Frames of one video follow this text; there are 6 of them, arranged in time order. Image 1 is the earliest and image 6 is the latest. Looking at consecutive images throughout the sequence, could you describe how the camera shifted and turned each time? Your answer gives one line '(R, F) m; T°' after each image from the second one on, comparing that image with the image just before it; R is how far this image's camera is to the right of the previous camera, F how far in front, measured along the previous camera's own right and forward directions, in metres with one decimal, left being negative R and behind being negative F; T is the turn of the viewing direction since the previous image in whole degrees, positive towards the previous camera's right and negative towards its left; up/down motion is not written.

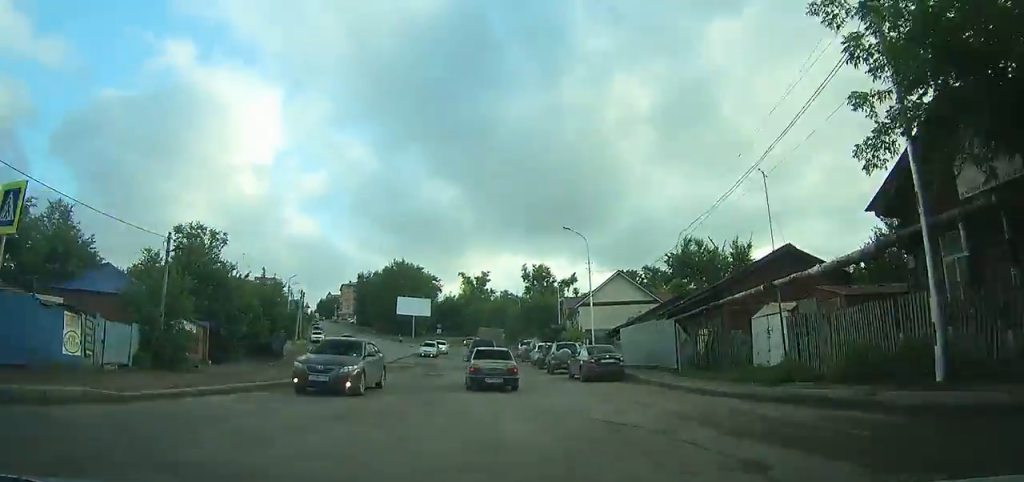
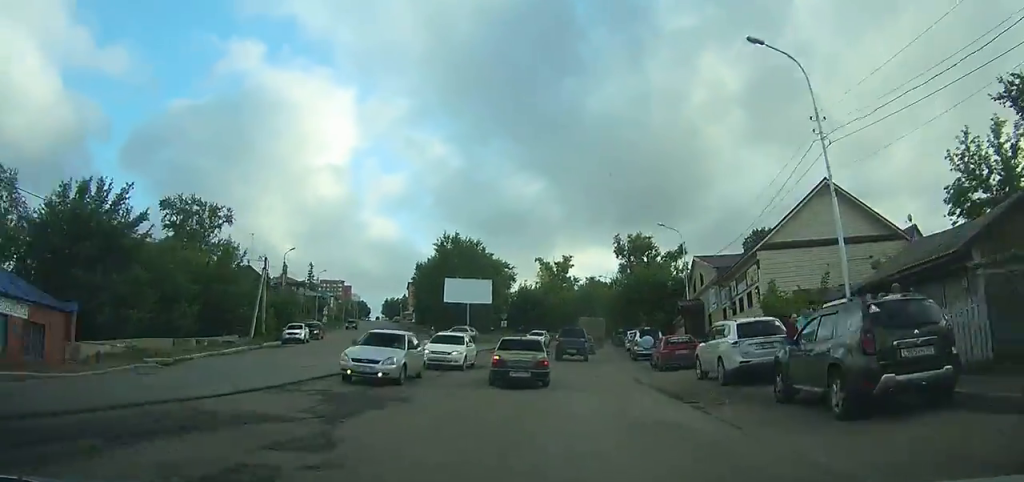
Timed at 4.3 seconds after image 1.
(-4.4, +27.2) m; -10°
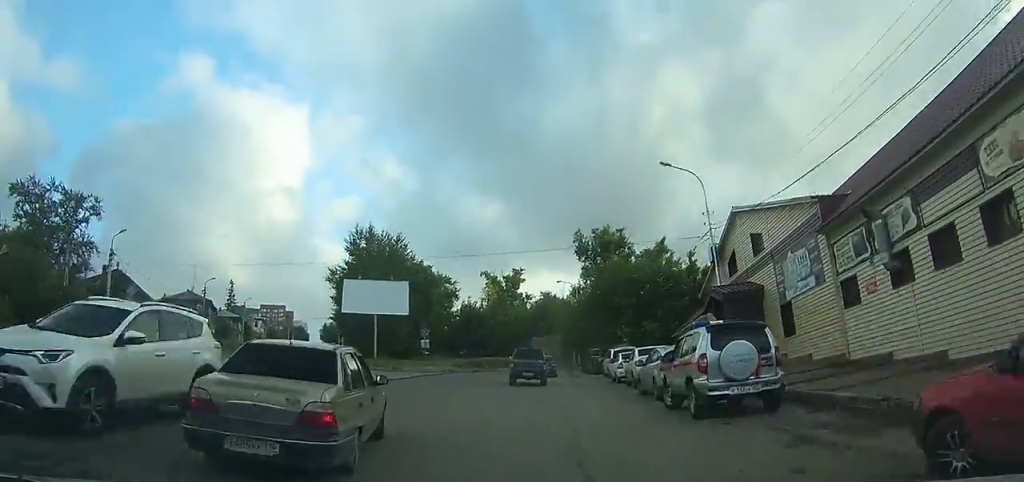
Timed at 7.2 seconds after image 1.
(+0.2, +21.3) m; +1°
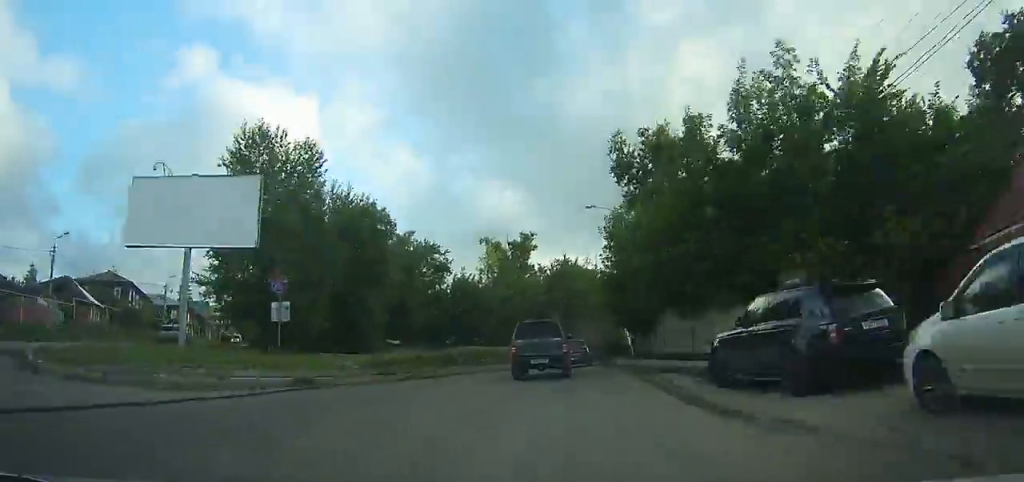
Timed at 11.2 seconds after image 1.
(+0.7, +30.6) m; +3°
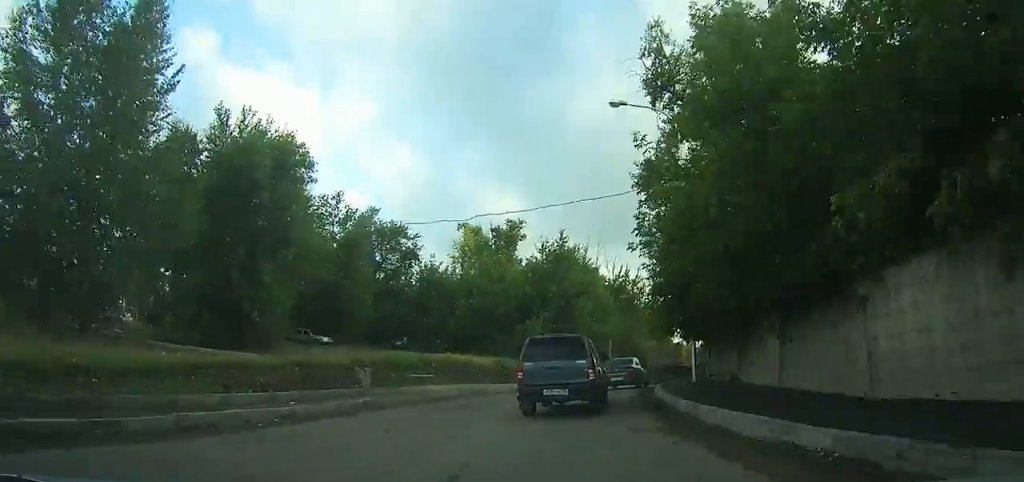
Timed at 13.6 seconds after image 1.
(+0.2, +18.4) m; +3°
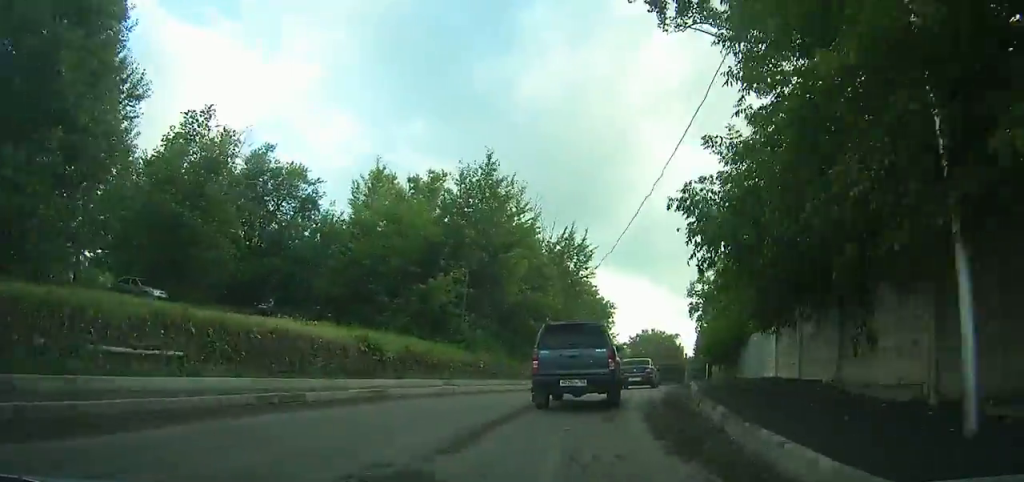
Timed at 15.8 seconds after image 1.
(-0.1, +16.8) m; +5°
